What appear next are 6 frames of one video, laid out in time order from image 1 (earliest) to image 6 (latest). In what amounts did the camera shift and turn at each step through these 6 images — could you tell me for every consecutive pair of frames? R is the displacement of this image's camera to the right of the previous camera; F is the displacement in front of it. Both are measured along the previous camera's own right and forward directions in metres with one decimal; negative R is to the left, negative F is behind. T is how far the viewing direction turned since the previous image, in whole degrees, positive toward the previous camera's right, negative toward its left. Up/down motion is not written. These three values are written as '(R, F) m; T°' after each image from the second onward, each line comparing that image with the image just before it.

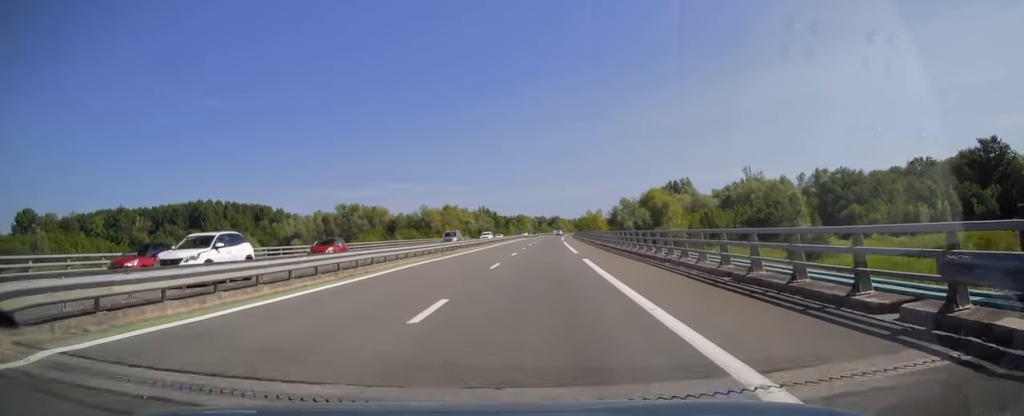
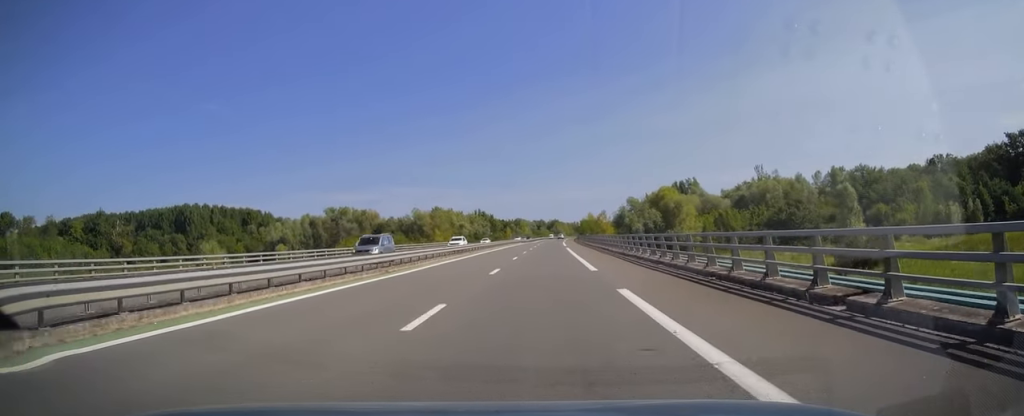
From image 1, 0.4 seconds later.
(0.0, +13.3) m; 0°
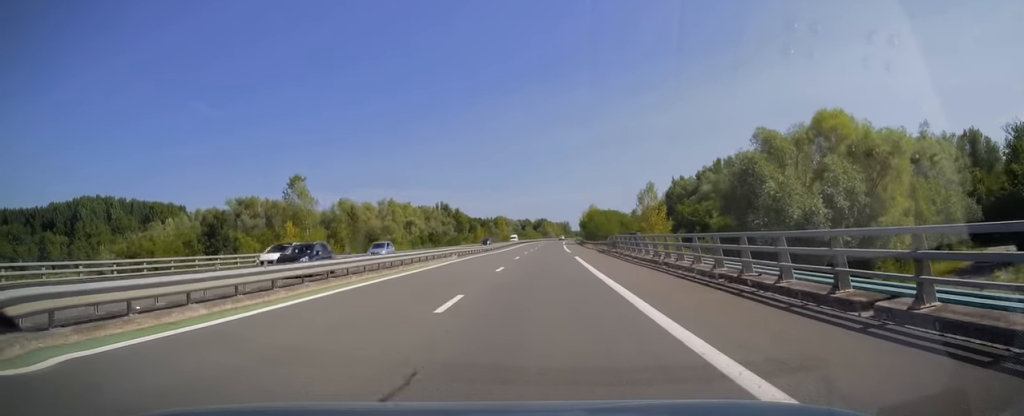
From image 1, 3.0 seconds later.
(+0.7, +75.5) m; +1°
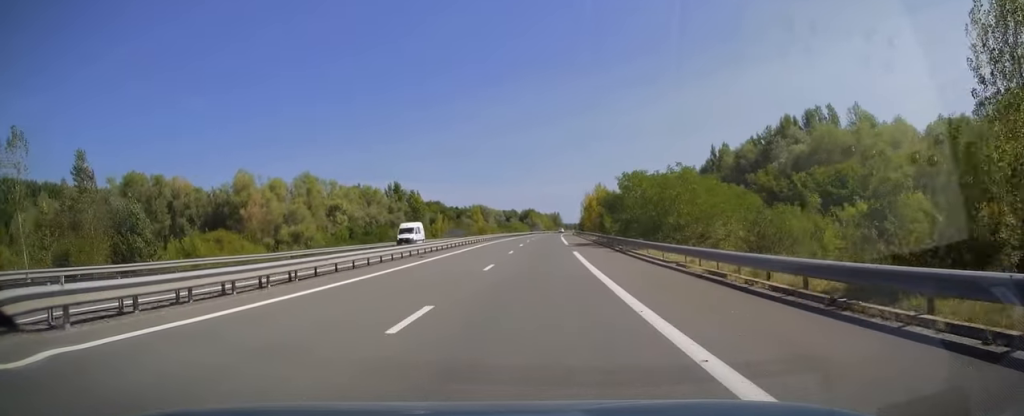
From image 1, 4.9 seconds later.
(+0.2, +55.3) m; +1°
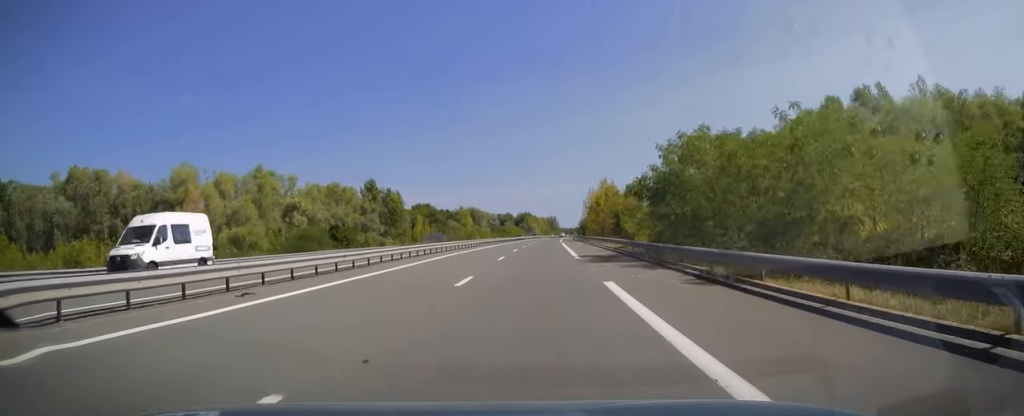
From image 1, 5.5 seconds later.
(+0.2, +19.7) m; +1°
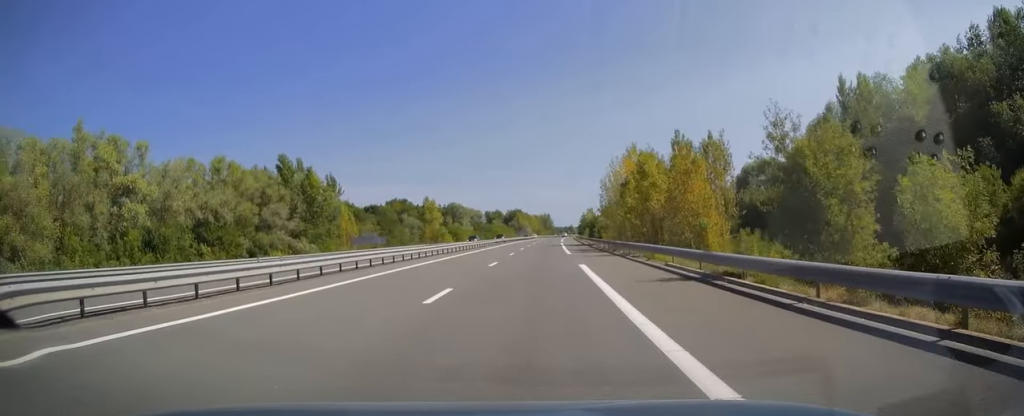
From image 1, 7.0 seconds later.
(+0.3, +43.3) m; +1°
